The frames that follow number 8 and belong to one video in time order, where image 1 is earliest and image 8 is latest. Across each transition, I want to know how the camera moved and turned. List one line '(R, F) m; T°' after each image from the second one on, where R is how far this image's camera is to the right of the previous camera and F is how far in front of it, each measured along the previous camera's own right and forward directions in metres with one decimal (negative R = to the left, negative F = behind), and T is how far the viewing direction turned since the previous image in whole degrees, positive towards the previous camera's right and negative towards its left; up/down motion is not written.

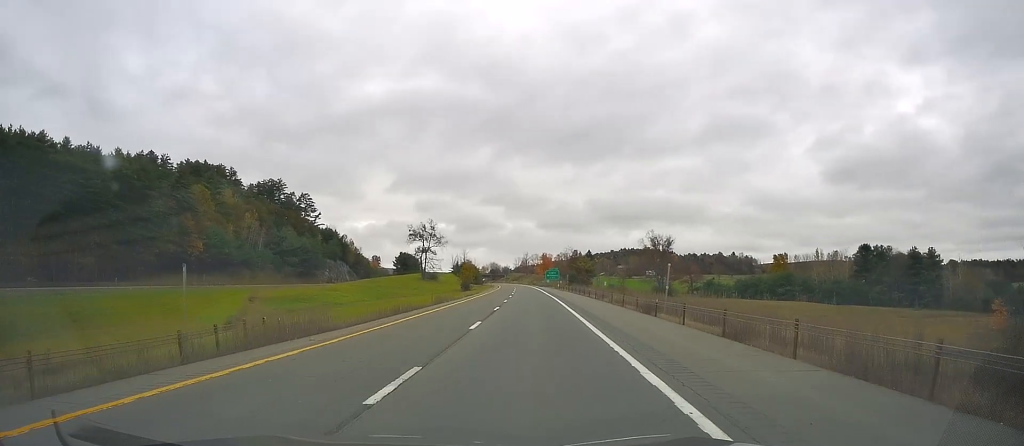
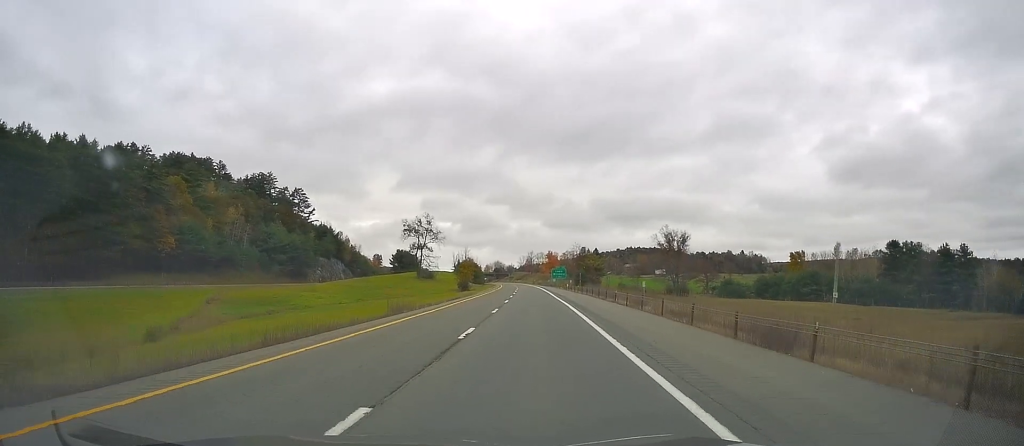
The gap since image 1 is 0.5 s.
(-0.2, +15.4) m; -1°
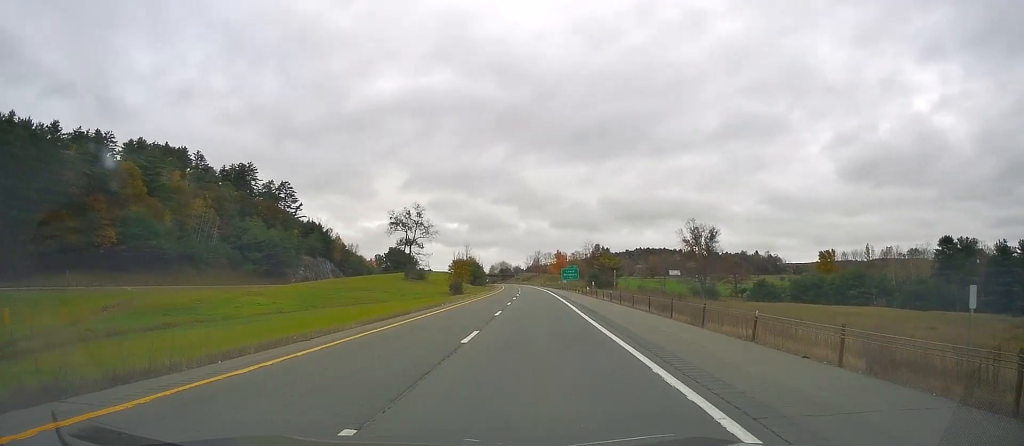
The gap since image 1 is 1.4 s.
(-0.5, +25.3) m; -2°
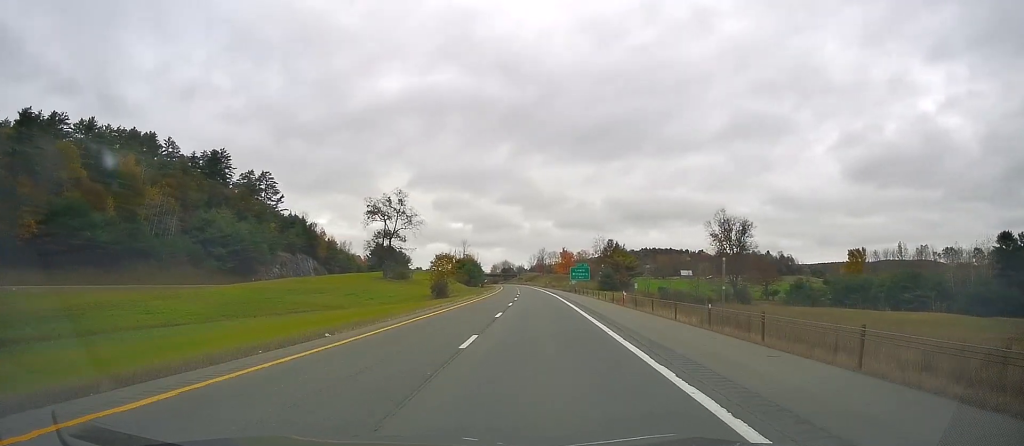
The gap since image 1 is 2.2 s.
(+0.1, +24.7) m; -1°
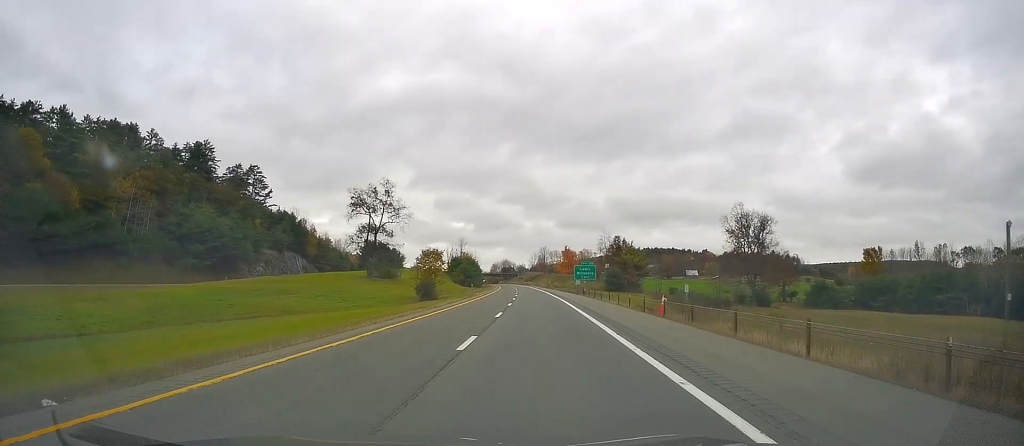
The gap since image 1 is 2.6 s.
(-0.3, +12.3) m; 0°
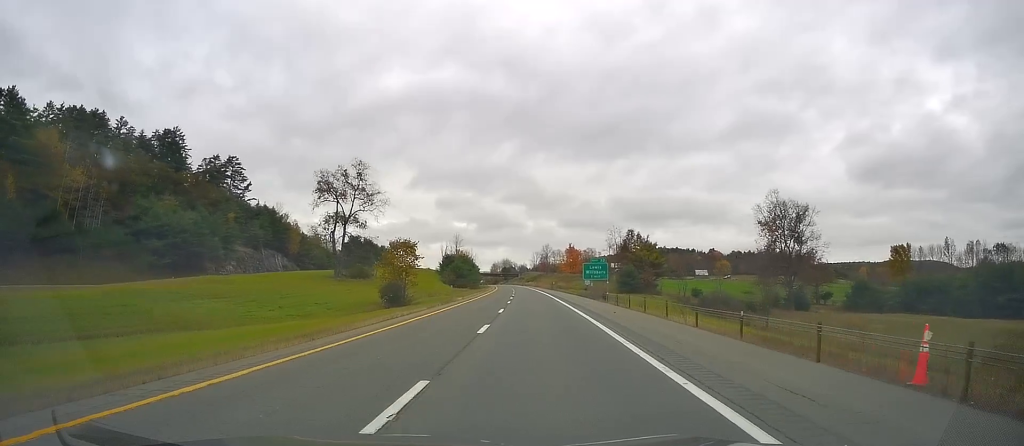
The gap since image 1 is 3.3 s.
(-0.3, +19.7) m; 0°
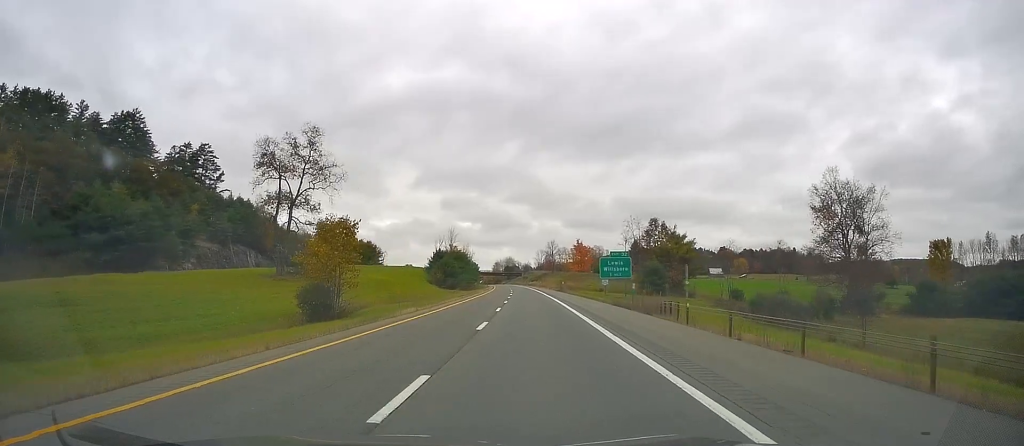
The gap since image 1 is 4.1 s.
(+0.6, +23.2) m; +1°
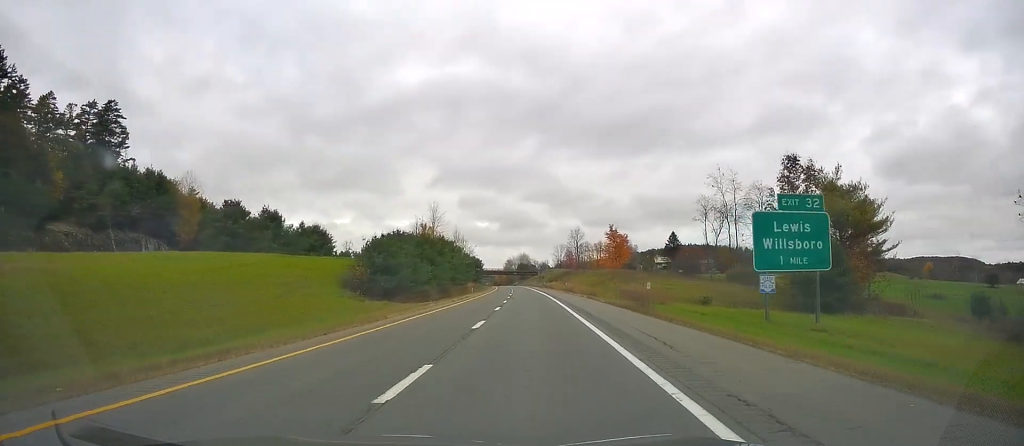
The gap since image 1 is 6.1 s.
(-2.2, +59.1) m; -3°
